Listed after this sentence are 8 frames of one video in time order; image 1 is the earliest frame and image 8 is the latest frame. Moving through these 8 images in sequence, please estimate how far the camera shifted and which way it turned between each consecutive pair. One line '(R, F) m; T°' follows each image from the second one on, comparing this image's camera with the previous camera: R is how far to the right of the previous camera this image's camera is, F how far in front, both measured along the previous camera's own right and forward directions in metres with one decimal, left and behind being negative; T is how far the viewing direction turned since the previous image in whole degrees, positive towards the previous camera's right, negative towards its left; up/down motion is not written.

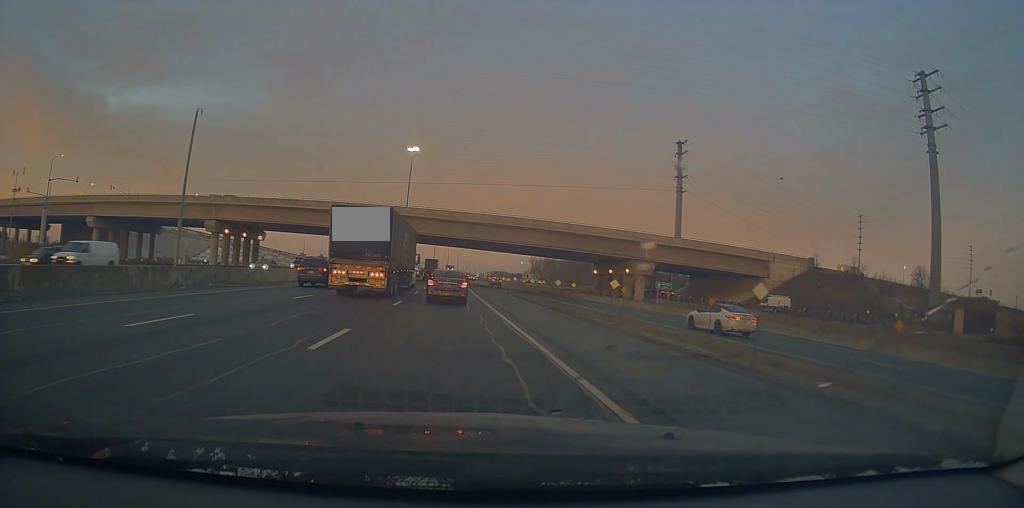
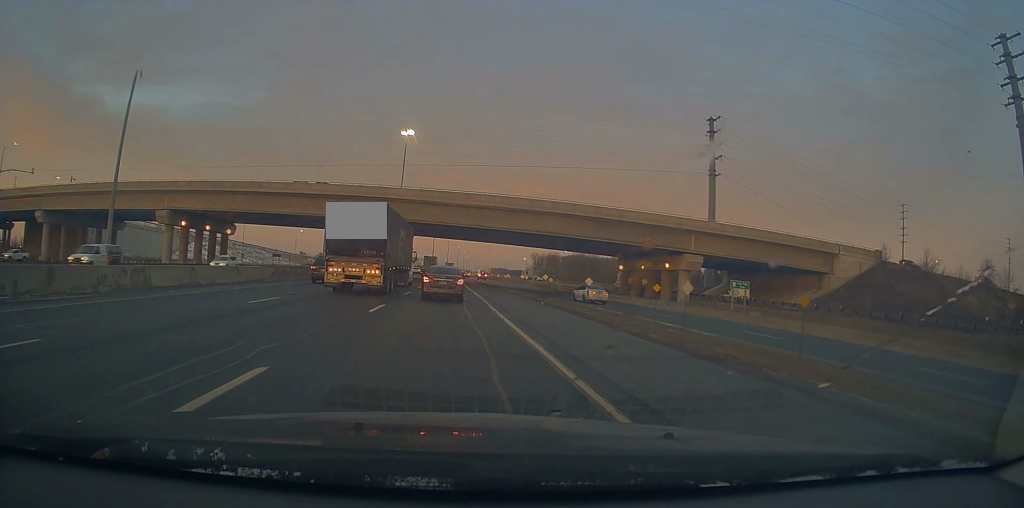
(-0.7, +16.5) m; -1°
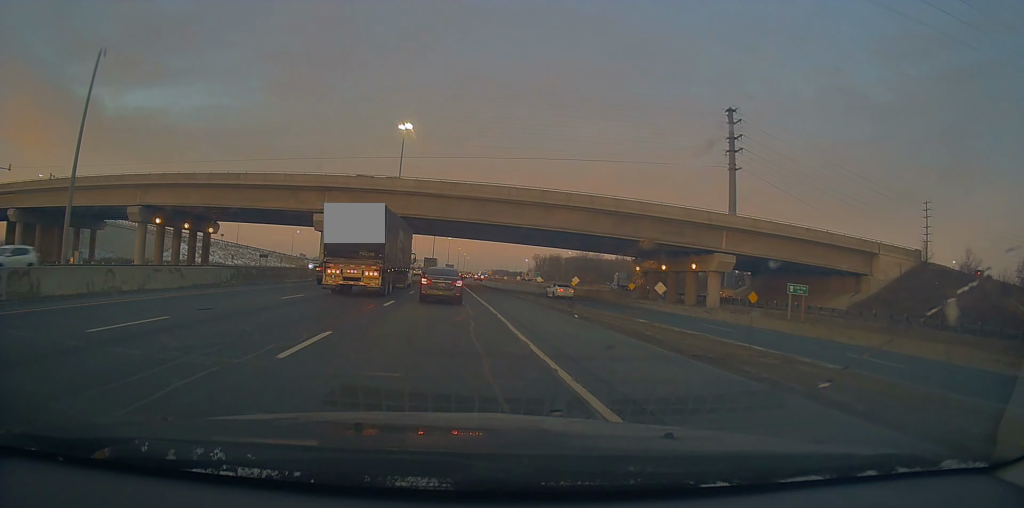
(0.0, +8.0) m; +2°
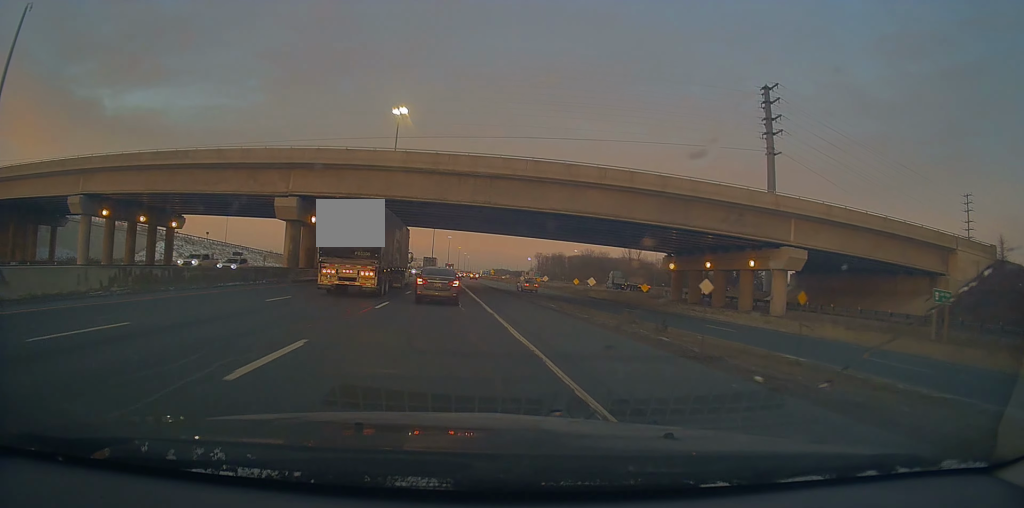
(+0.4, +13.0) m; 0°
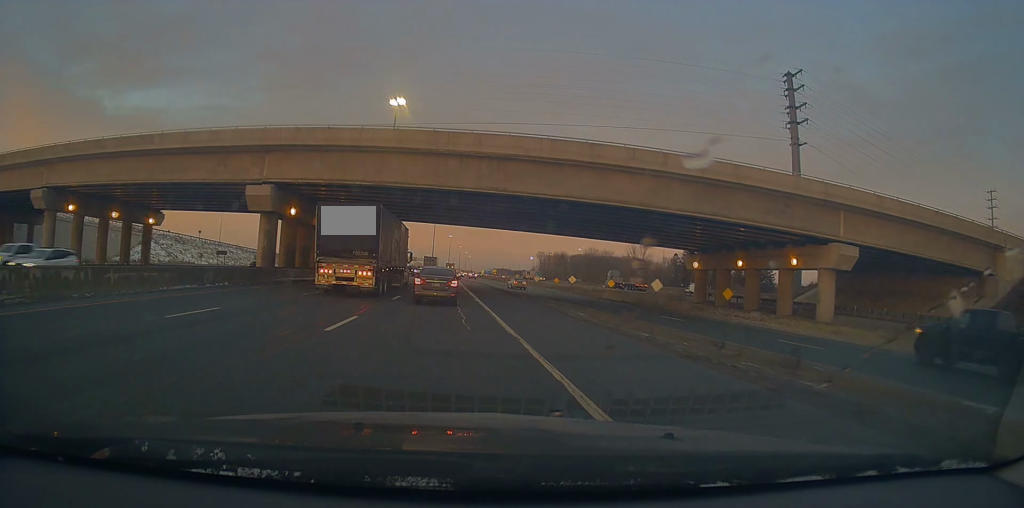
(-0.2, +6.8) m; -2°
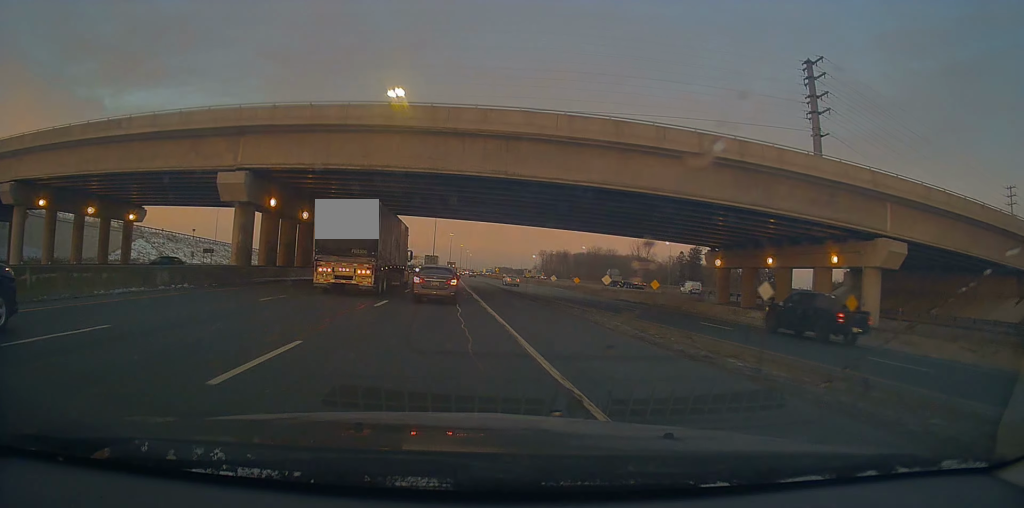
(0.0, +5.4) m; 0°
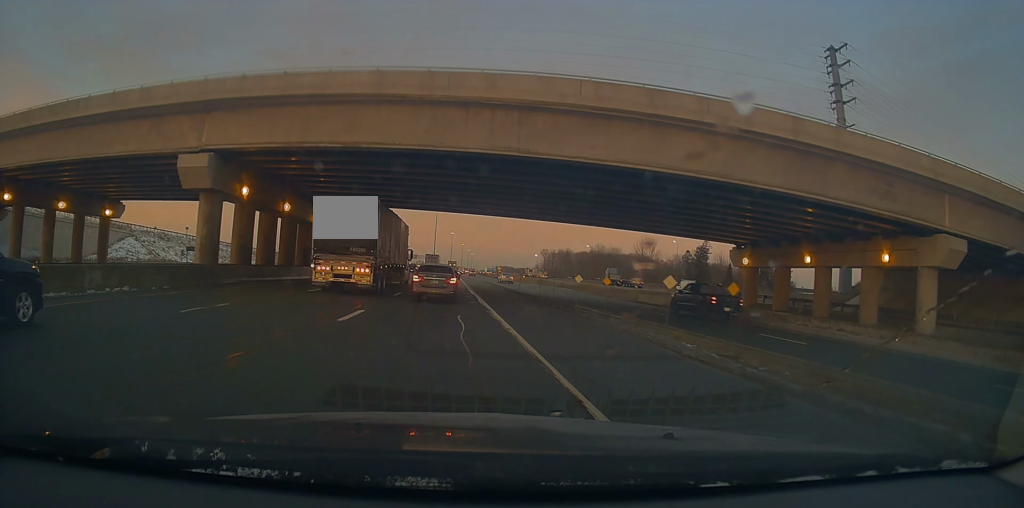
(0.0, +5.8) m; 0°
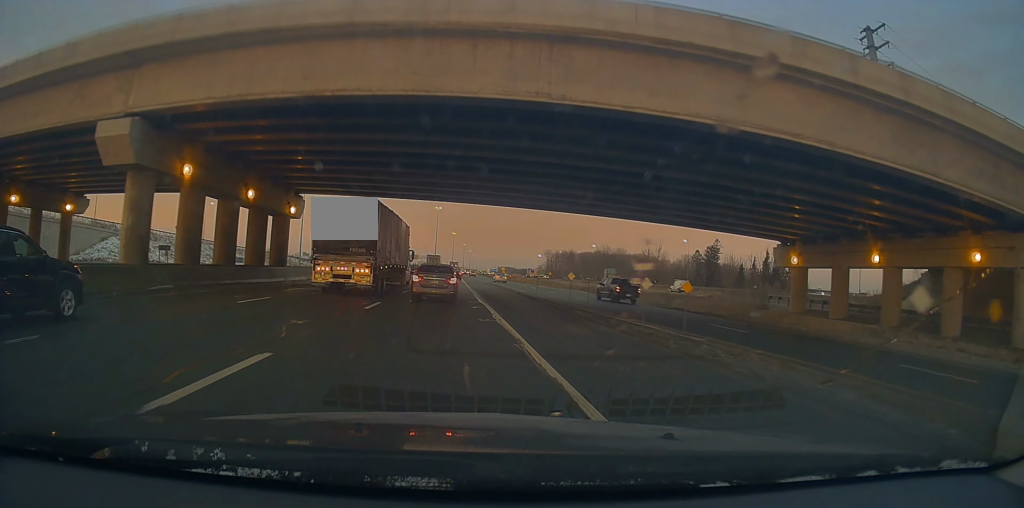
(+0.1, +8.5) m; 0°
